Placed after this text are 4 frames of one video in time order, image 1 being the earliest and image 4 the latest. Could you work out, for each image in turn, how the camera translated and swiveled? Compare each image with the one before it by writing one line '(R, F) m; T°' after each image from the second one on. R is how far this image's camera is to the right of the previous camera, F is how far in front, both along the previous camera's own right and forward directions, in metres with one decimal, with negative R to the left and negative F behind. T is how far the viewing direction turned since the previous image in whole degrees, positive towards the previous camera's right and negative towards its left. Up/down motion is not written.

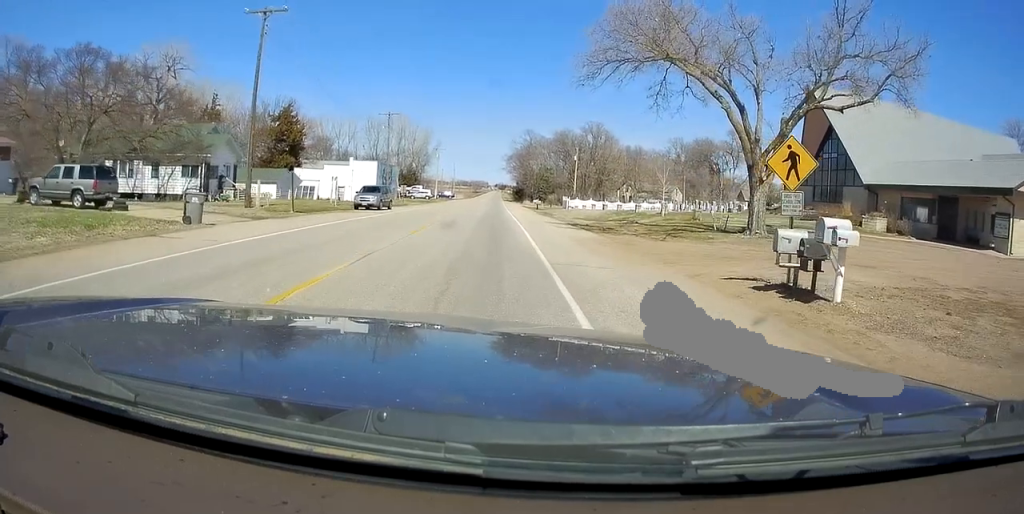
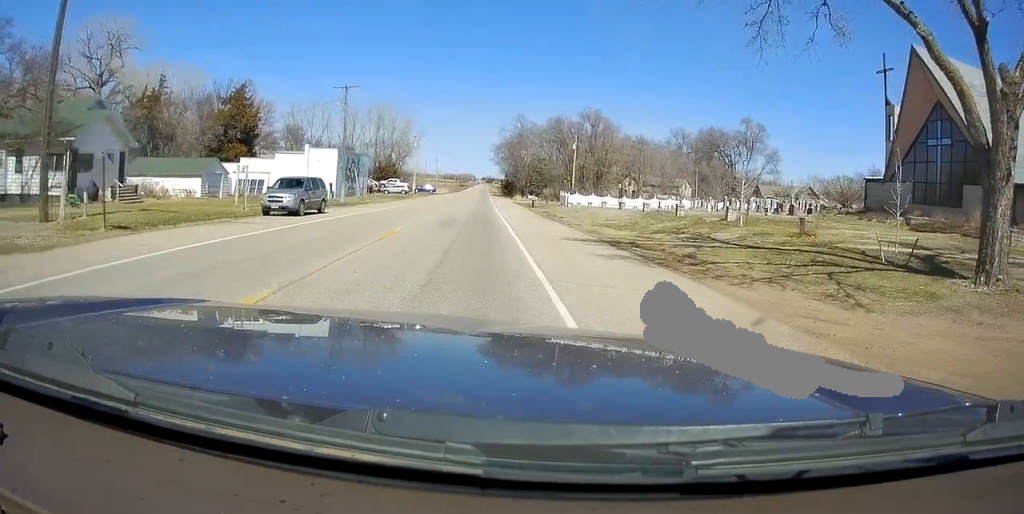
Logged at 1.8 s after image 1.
(0.0, +14.0) m; 0°
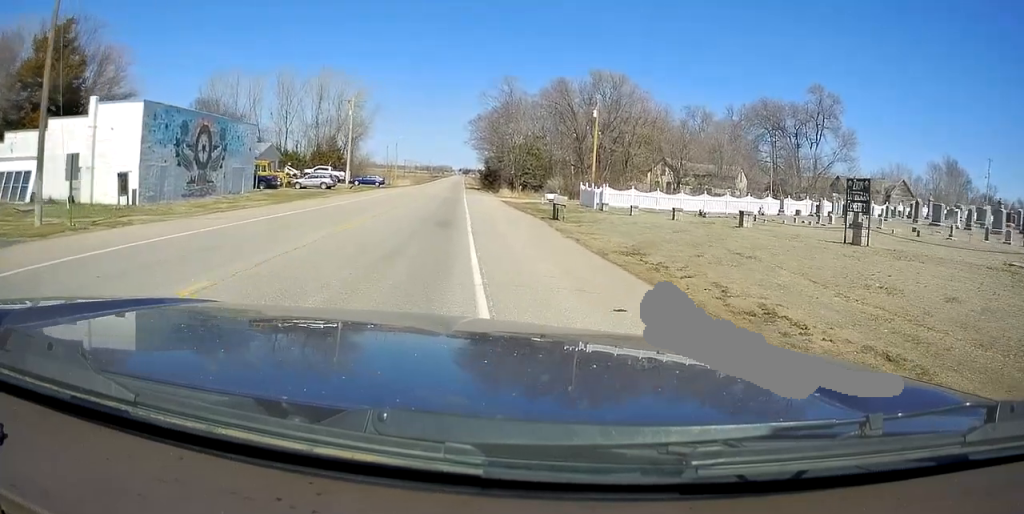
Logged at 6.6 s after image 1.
(0.0, +36.7) m; +3°
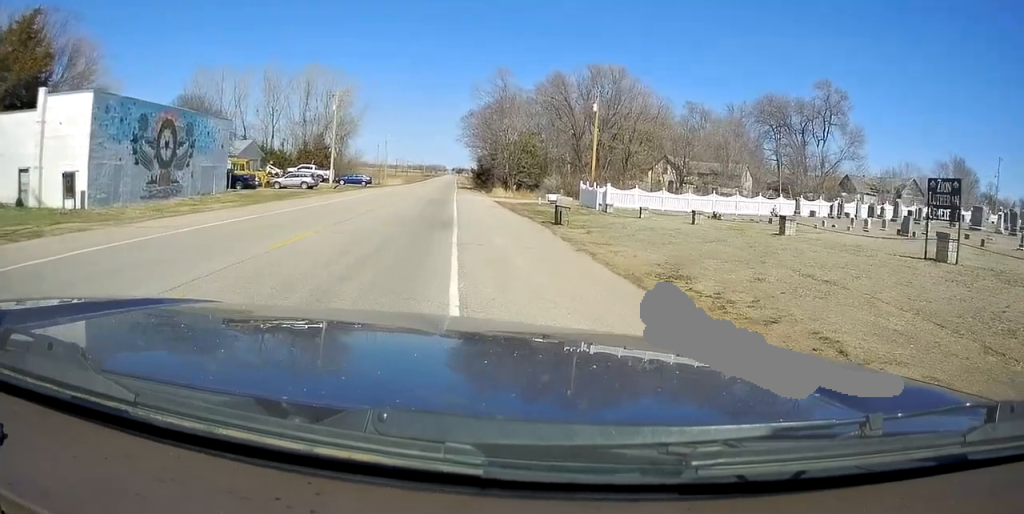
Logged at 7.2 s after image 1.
(-0.1, +4.3) m; +4°
